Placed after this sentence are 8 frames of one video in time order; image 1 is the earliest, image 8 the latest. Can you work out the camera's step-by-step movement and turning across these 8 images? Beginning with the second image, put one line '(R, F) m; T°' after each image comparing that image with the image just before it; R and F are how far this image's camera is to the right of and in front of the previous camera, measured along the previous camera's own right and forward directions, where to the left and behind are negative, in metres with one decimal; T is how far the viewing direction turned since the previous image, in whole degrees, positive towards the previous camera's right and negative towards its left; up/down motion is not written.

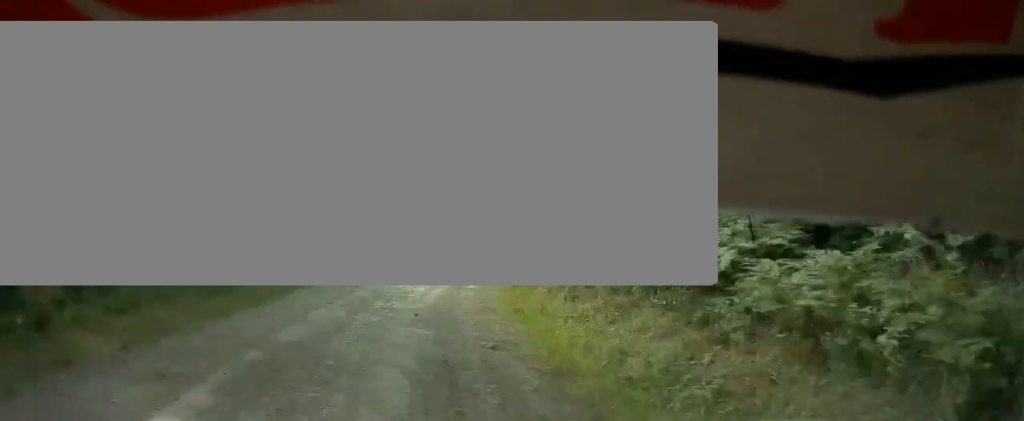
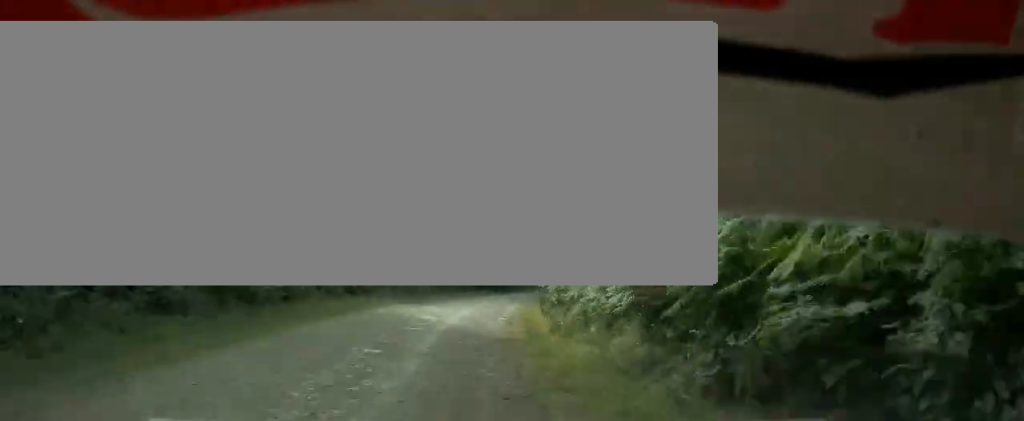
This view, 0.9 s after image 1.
(+4.9, +18.1) m; +21°
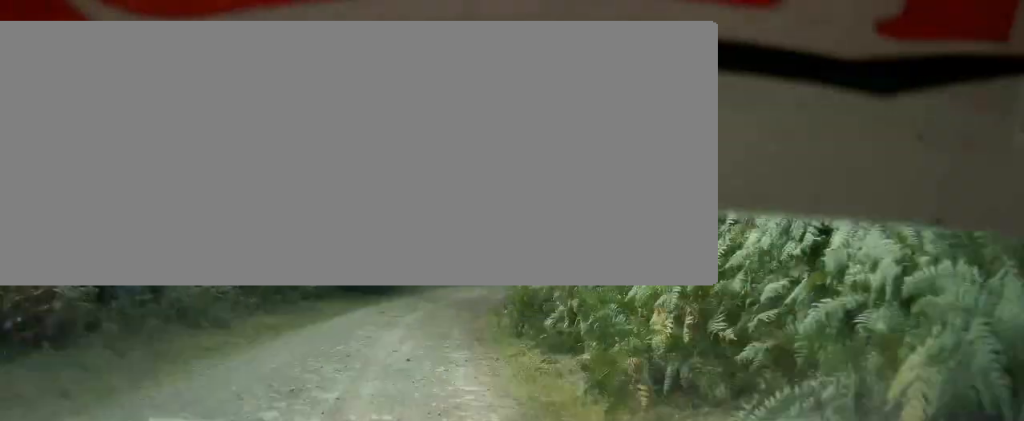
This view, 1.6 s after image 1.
(+1.5, +19.3) m; +3°
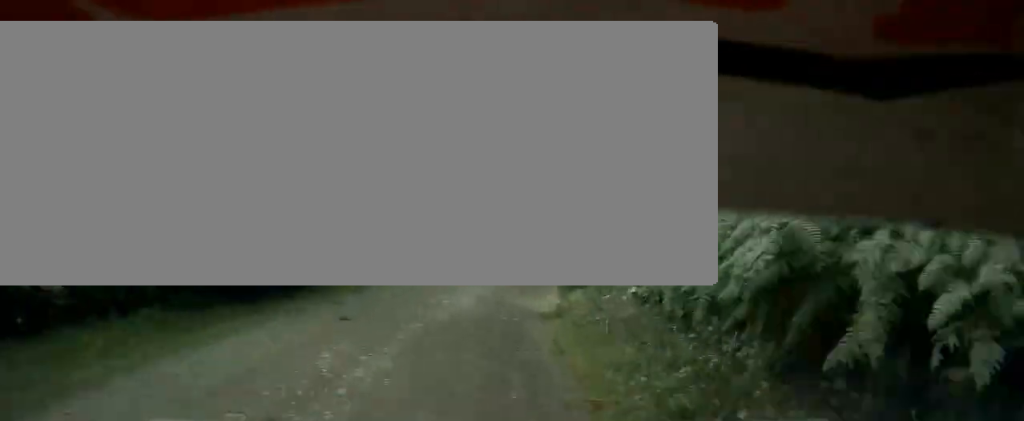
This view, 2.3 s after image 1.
(+0.5, +18.6) m; +2°
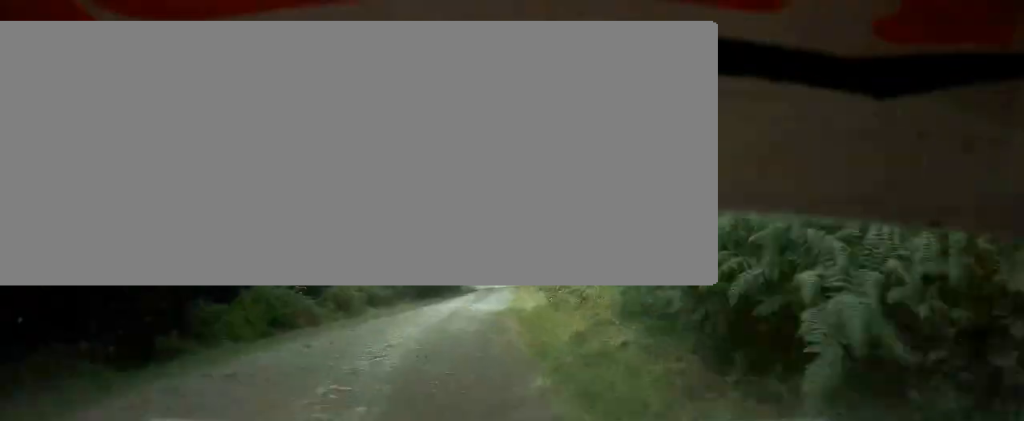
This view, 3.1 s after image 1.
(+0.1, +26.5) m; 0°
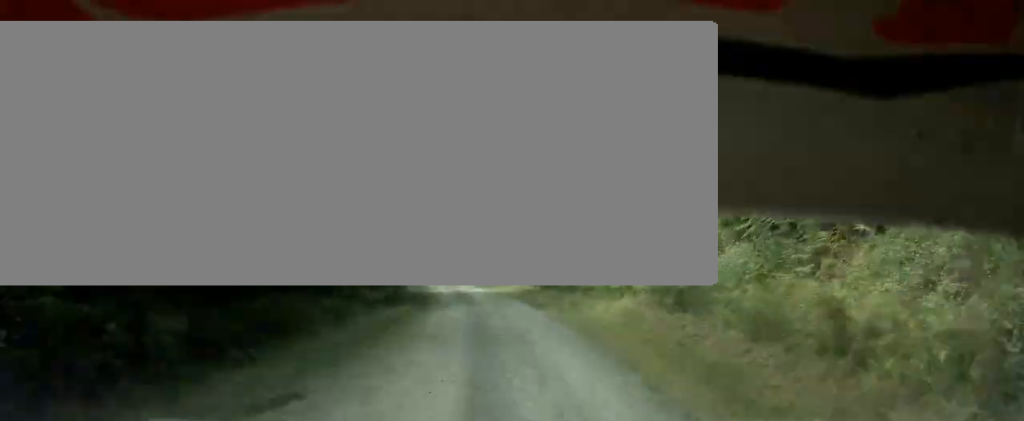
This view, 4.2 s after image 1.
(+0.1, +30.3) m; -1°
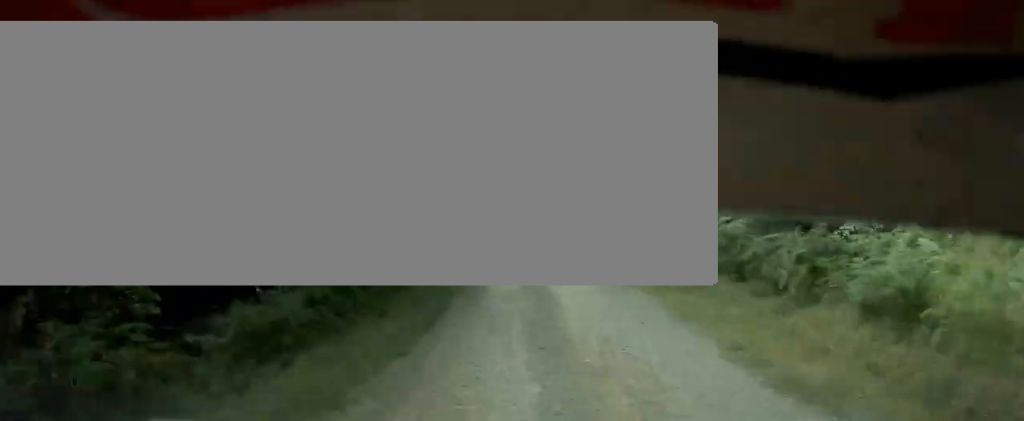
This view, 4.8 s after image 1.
(+0.4, +14.3) m; -3°
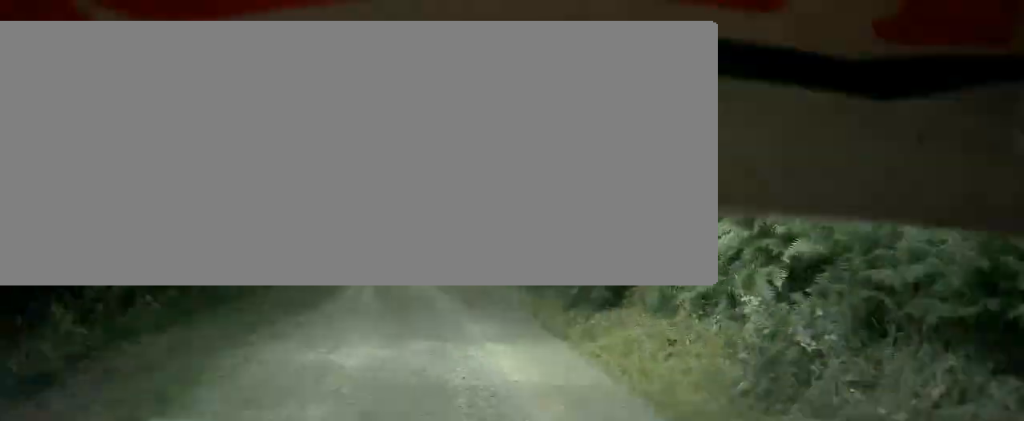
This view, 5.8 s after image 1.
(-2.3, +21.4) m; -19°
